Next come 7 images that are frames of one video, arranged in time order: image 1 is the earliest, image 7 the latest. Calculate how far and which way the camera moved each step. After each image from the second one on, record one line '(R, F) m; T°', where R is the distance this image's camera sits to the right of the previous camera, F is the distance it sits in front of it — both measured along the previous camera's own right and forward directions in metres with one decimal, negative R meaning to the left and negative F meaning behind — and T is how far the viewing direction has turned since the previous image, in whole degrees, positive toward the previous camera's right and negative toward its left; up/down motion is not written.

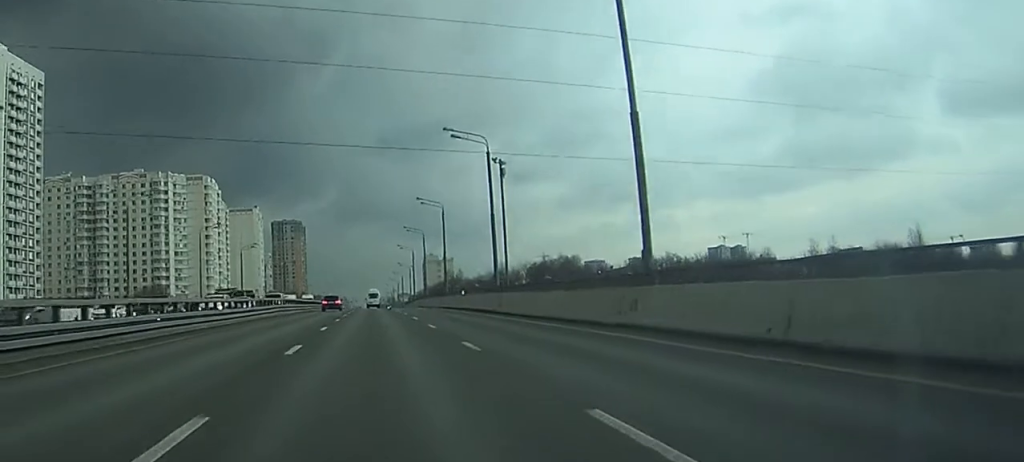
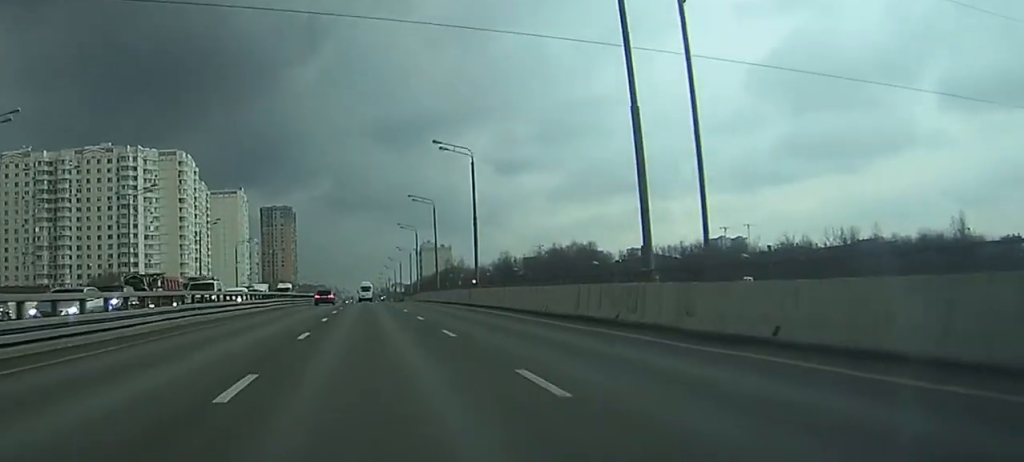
(+0.9, +35.2) m; +1°
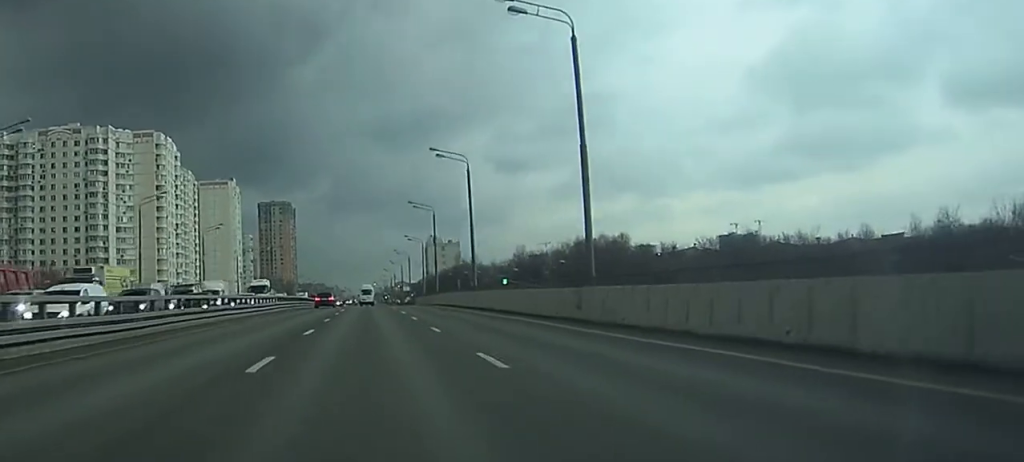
(-0.5, +33.6) m; -1°
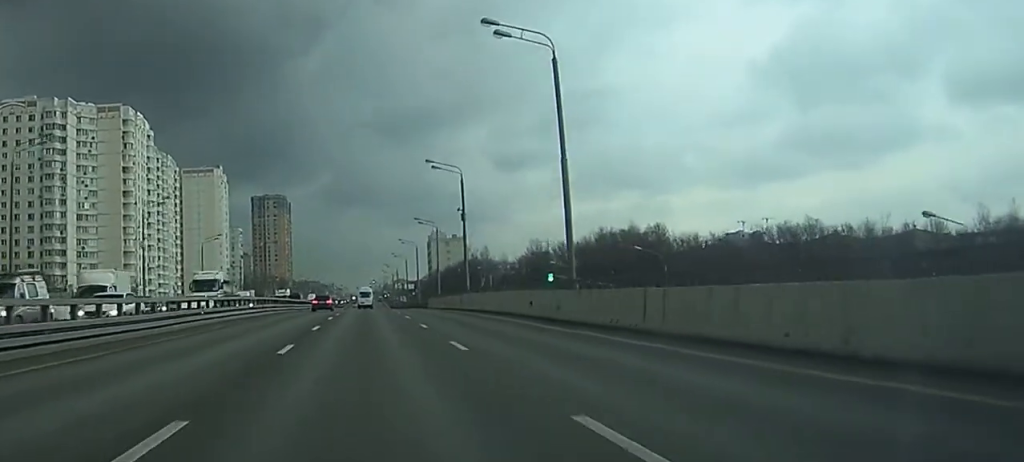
(0.0, +31.9) m; 0°
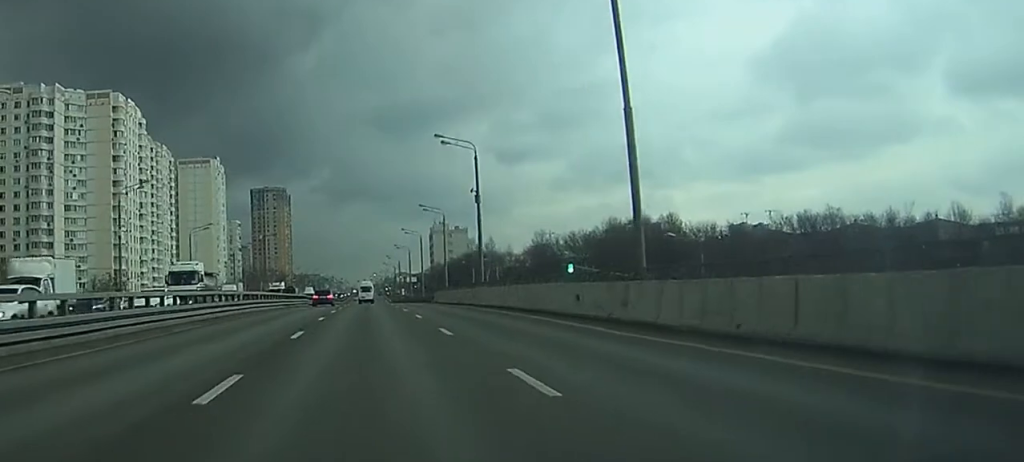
(0.0, +8.8) m; 0°
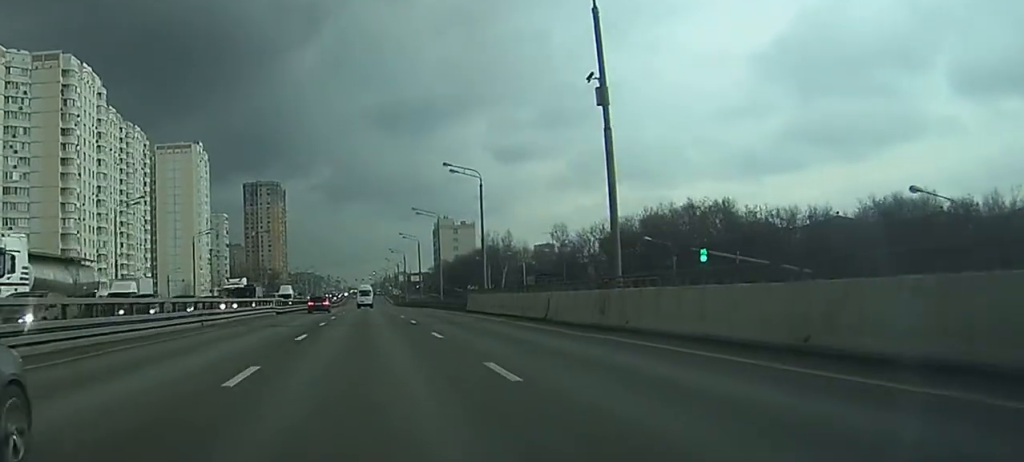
(-0.3, +33.7) m; 0°
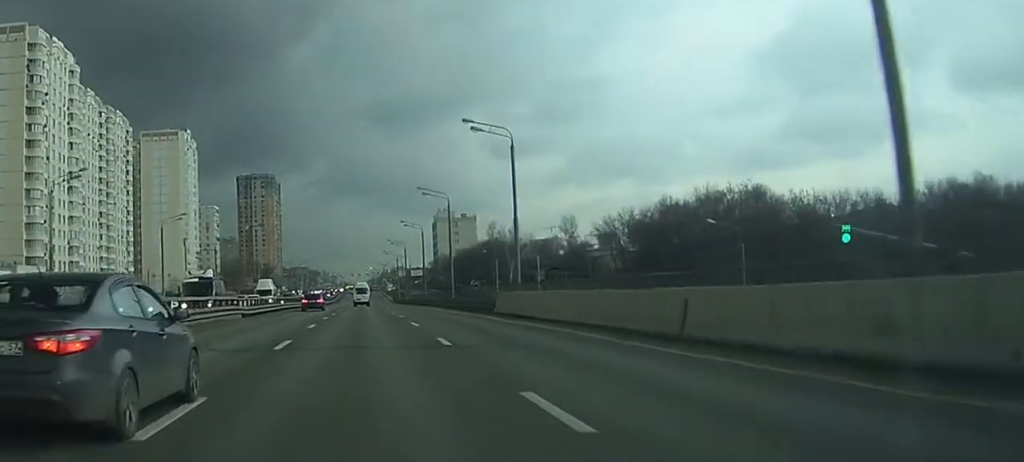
(0.0, +16.2) m; 0°
